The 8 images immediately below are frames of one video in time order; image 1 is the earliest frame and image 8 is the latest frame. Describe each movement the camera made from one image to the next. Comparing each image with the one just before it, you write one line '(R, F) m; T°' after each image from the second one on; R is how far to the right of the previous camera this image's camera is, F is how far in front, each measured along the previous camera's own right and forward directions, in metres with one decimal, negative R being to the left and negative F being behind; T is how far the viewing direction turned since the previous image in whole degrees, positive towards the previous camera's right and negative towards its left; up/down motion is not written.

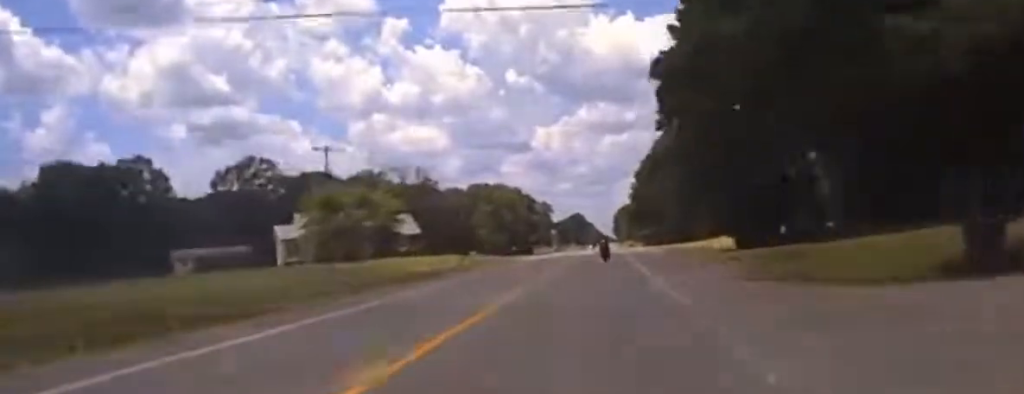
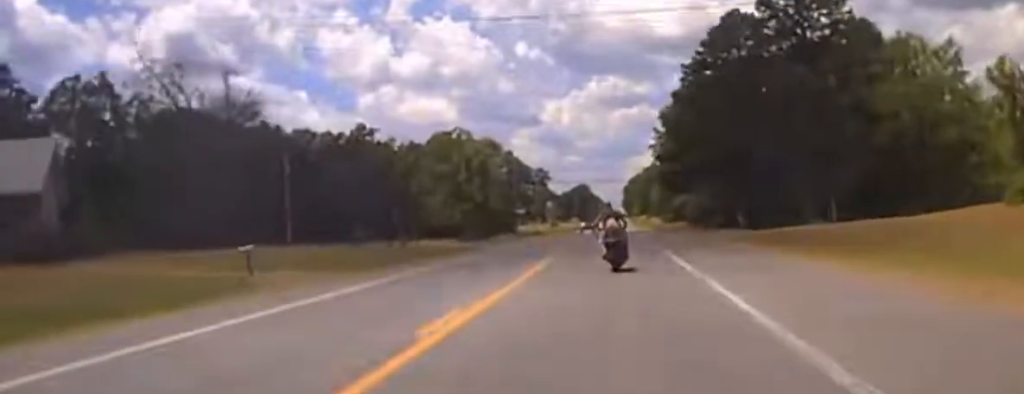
(+0.1, +85.3) m; 0°
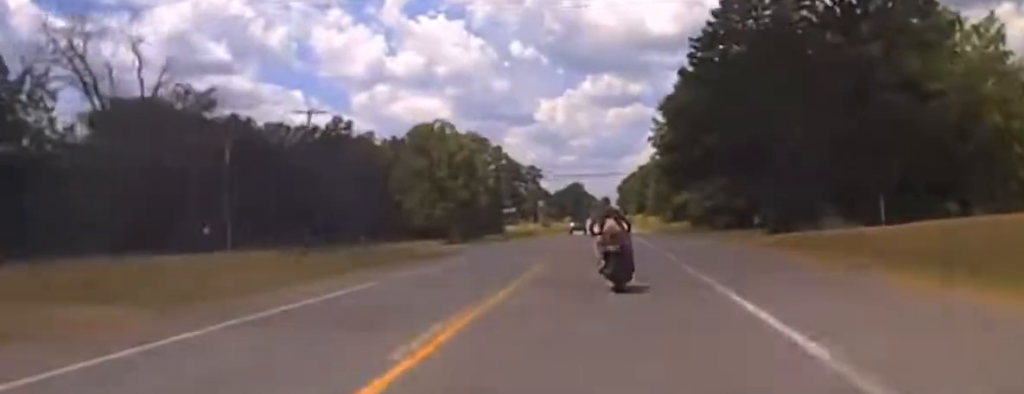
(0.0, +13.8) m; 0°
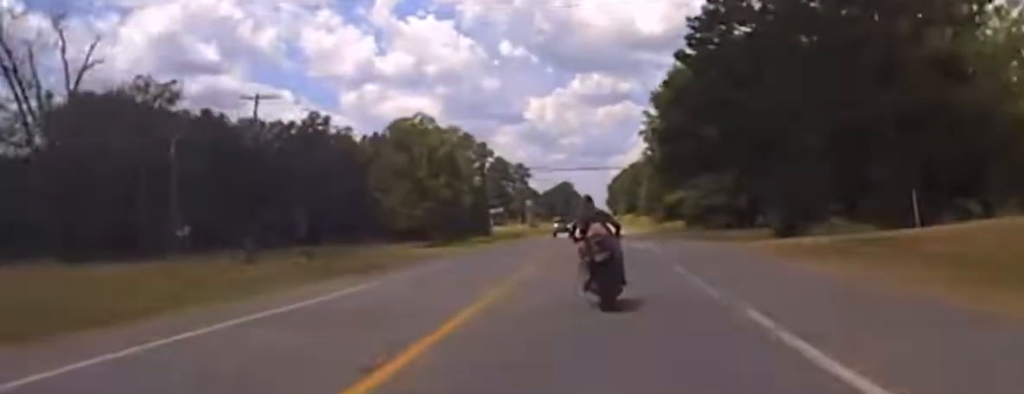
(-0.1, +9.8) m; 0°
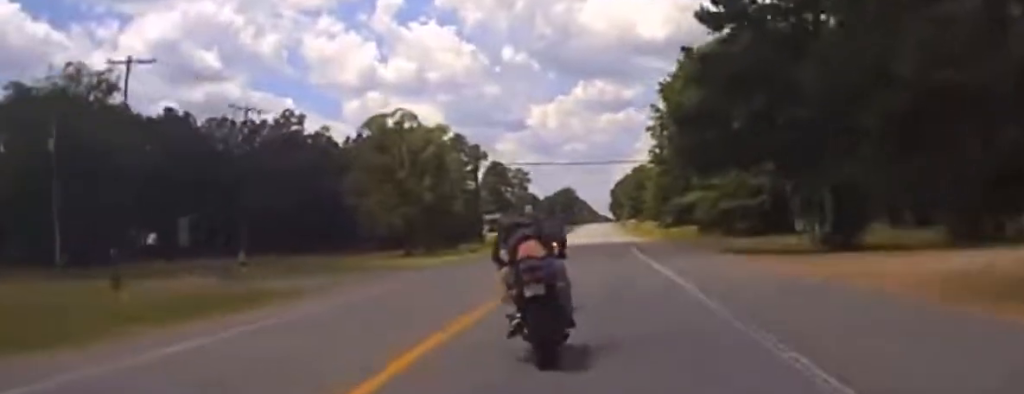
(+0.2, +18.0) m; -2°
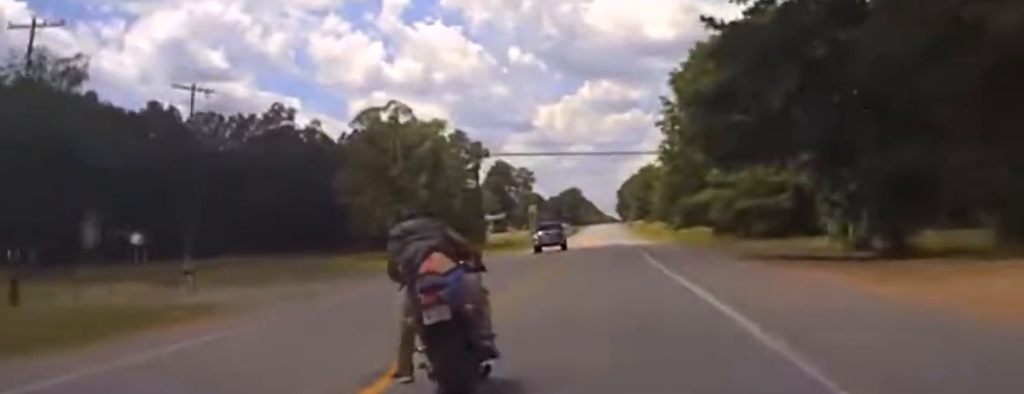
(-0.6, +7.9) m; -5°
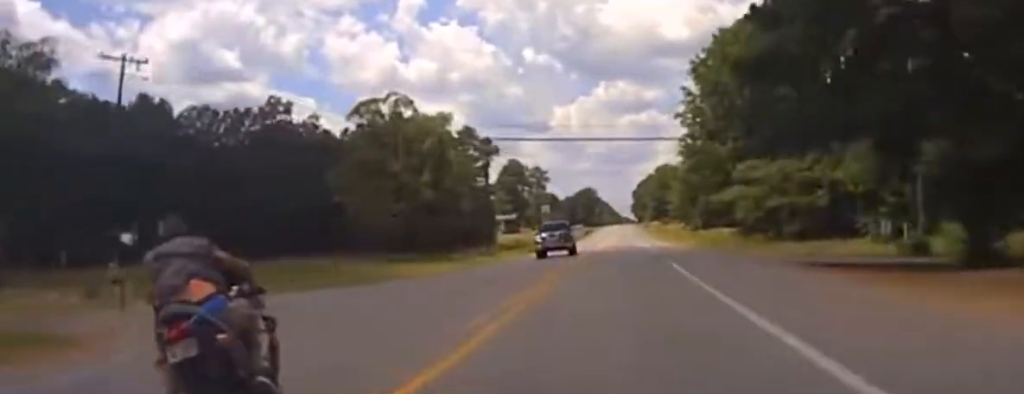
(-0.5, +9.2) m; -5°
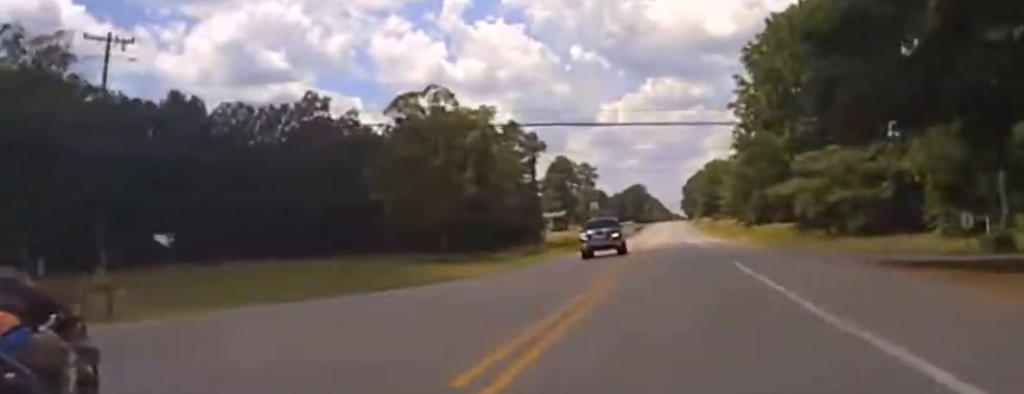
(-0.2, +5.4) m; -2°
